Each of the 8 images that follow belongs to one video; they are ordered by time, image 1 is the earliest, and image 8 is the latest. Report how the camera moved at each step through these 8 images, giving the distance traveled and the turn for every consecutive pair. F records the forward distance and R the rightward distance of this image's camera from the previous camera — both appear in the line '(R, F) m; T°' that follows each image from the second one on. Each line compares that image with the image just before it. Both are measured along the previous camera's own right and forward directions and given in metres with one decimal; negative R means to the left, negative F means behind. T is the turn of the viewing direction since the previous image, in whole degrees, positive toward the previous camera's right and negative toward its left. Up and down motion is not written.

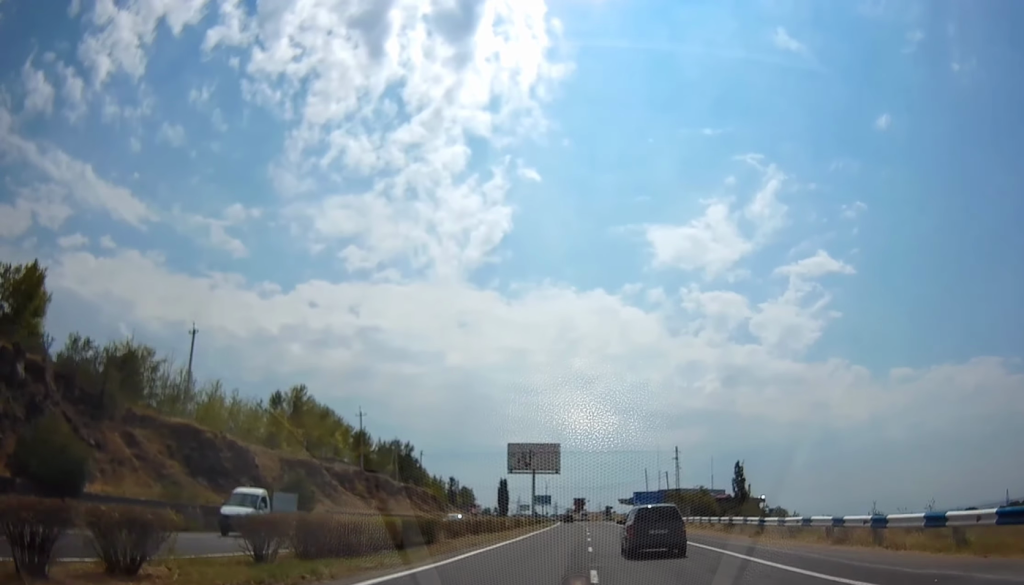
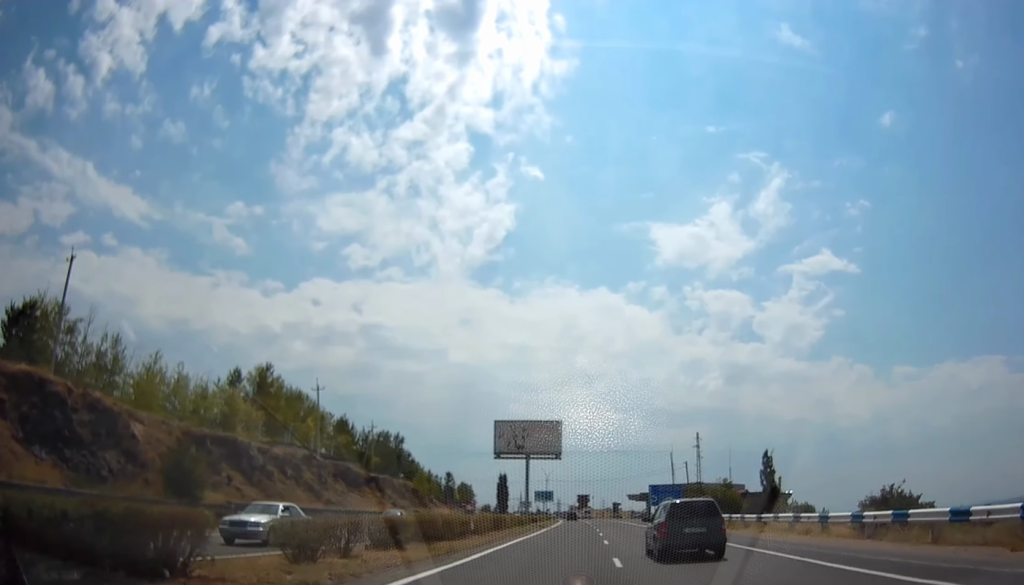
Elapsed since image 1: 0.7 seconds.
(-0.3, +18.2) m; -1°
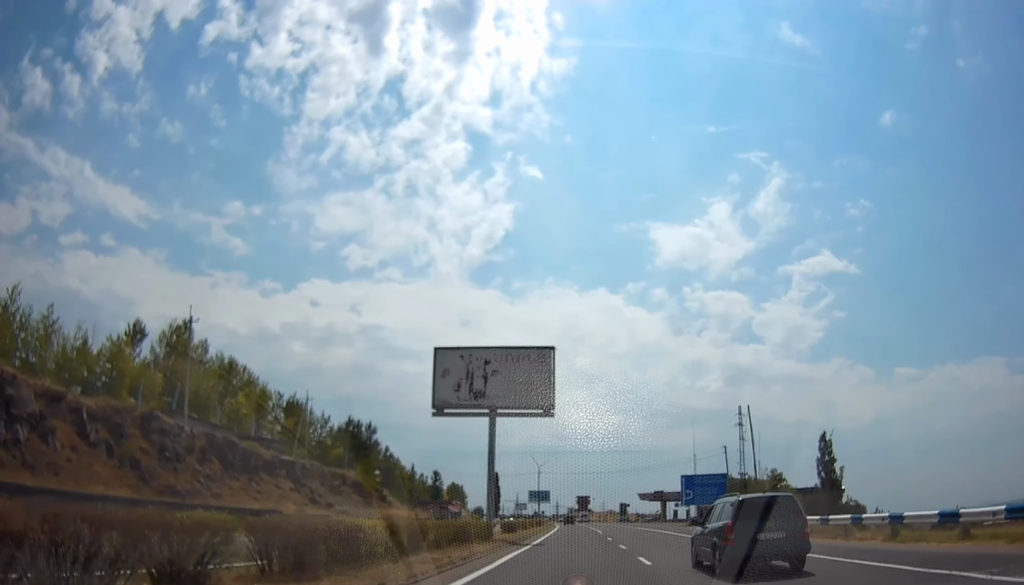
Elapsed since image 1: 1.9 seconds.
(-0.4, +28.6) m; -1°
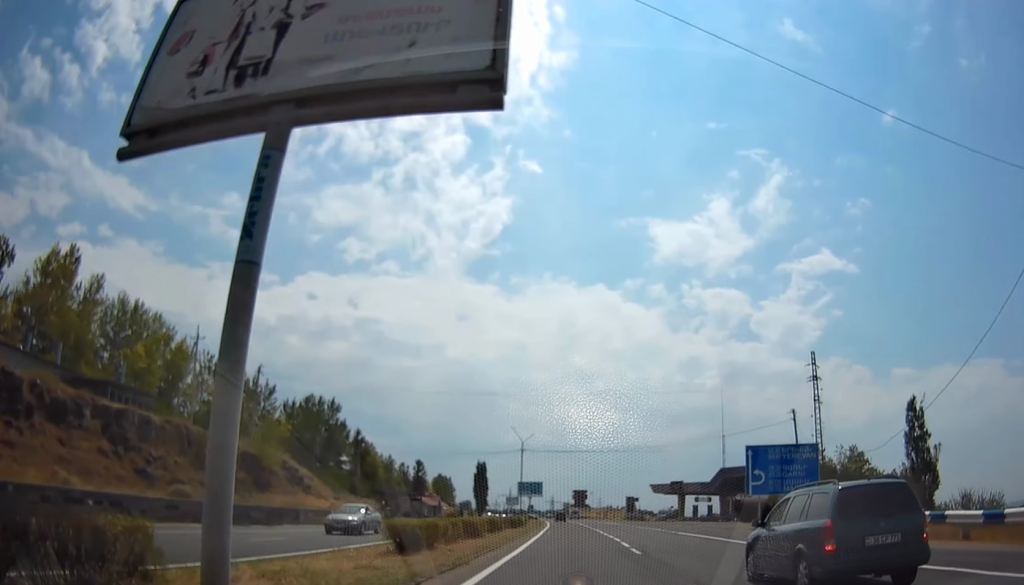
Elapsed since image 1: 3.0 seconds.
(+0.2, +26.9) m; +1°
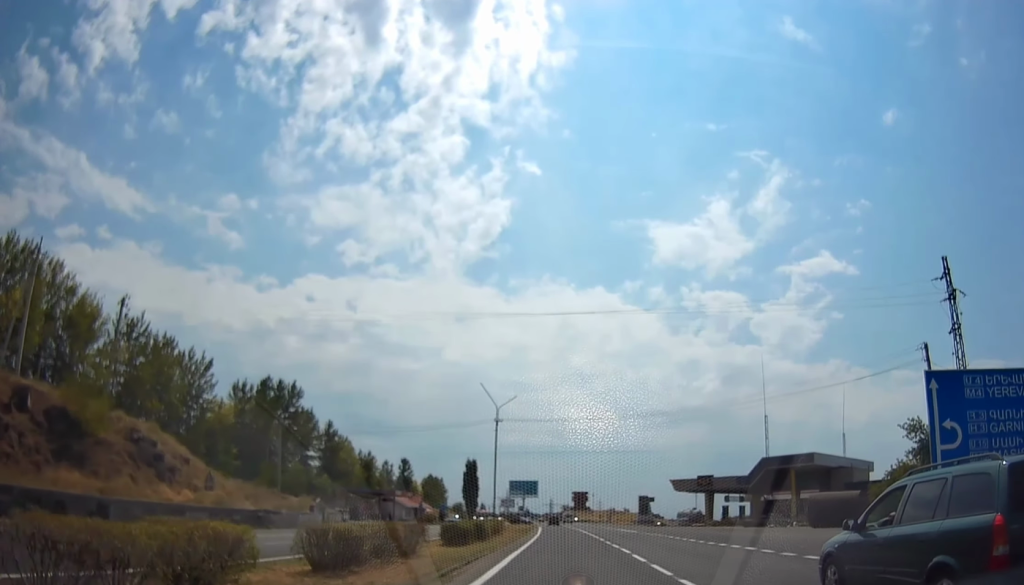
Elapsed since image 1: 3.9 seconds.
(+0.2, +22.9) m; 0°
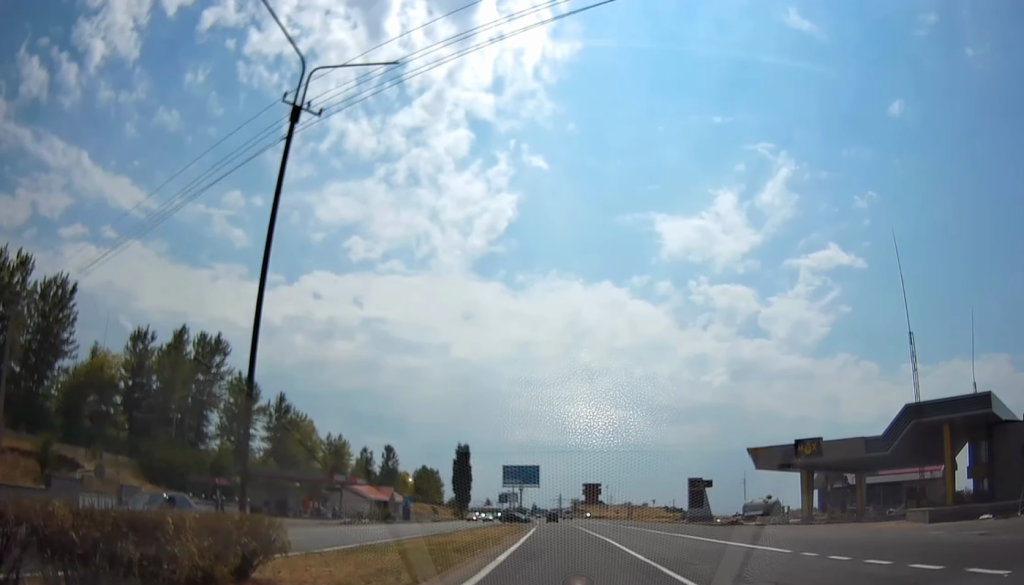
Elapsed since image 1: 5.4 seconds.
(-0.5, +35.3) m; -1°
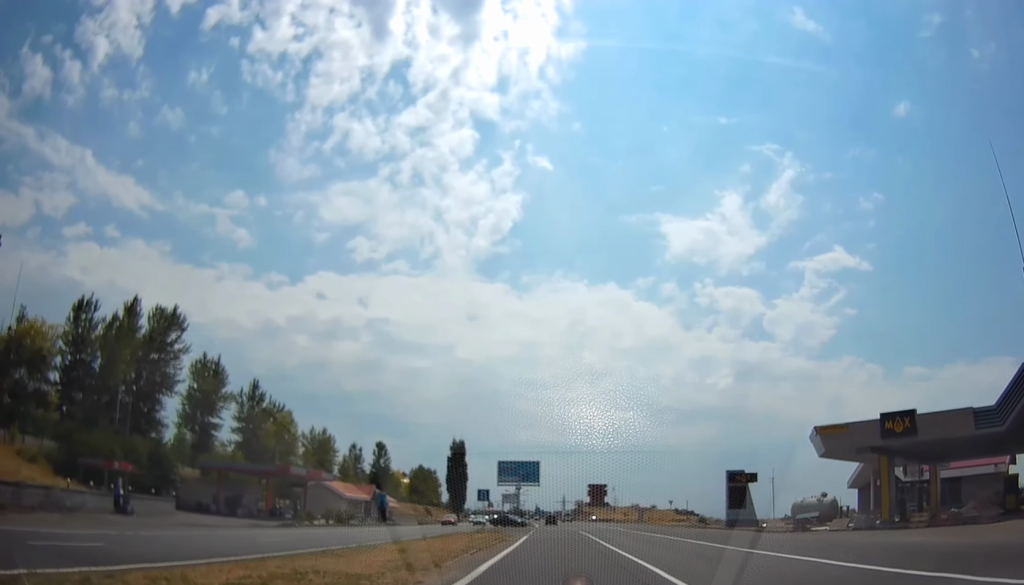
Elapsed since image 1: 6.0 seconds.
(+0.1, +14.5) m; 0°
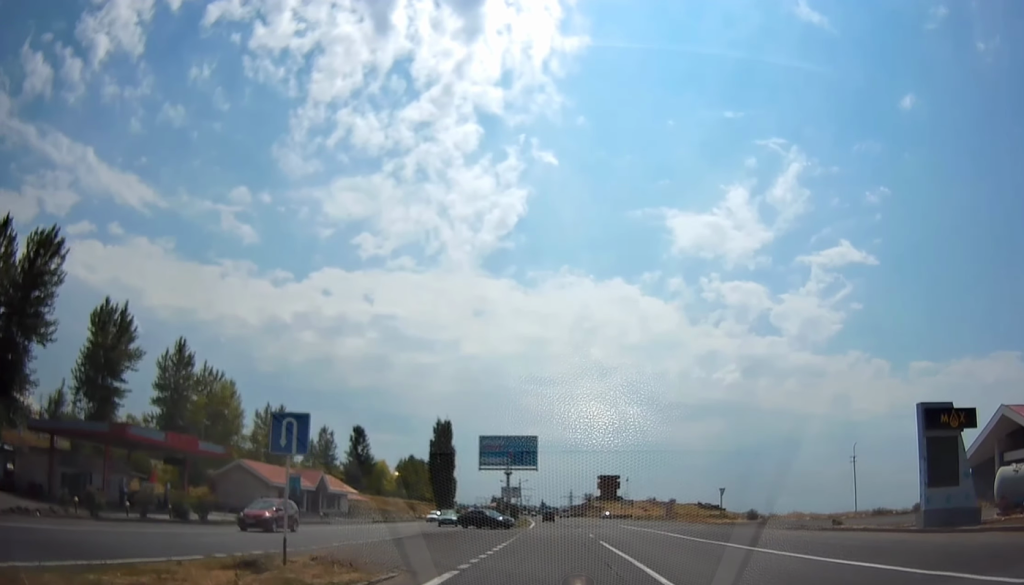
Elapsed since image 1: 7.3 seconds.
(-0.2, +28.6) m; -1°
